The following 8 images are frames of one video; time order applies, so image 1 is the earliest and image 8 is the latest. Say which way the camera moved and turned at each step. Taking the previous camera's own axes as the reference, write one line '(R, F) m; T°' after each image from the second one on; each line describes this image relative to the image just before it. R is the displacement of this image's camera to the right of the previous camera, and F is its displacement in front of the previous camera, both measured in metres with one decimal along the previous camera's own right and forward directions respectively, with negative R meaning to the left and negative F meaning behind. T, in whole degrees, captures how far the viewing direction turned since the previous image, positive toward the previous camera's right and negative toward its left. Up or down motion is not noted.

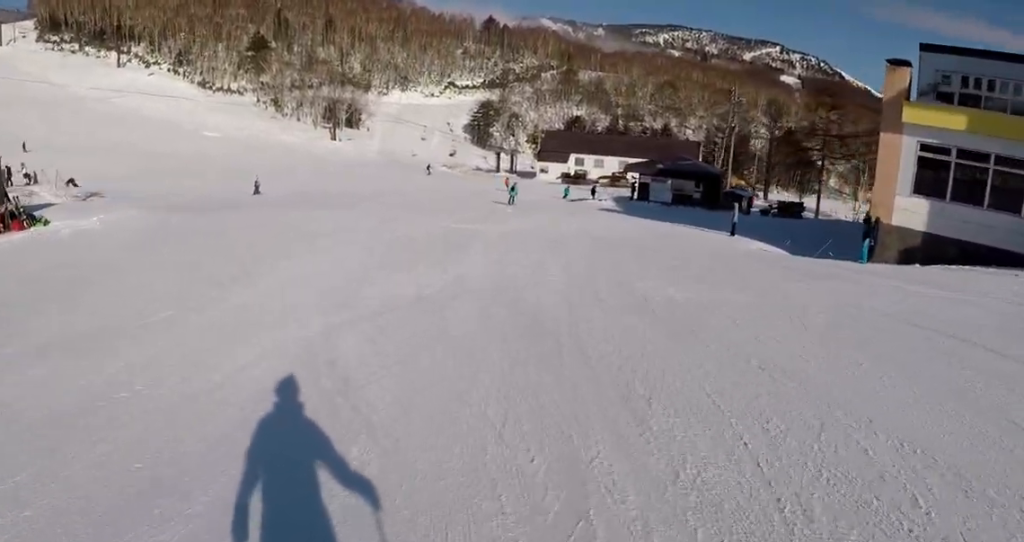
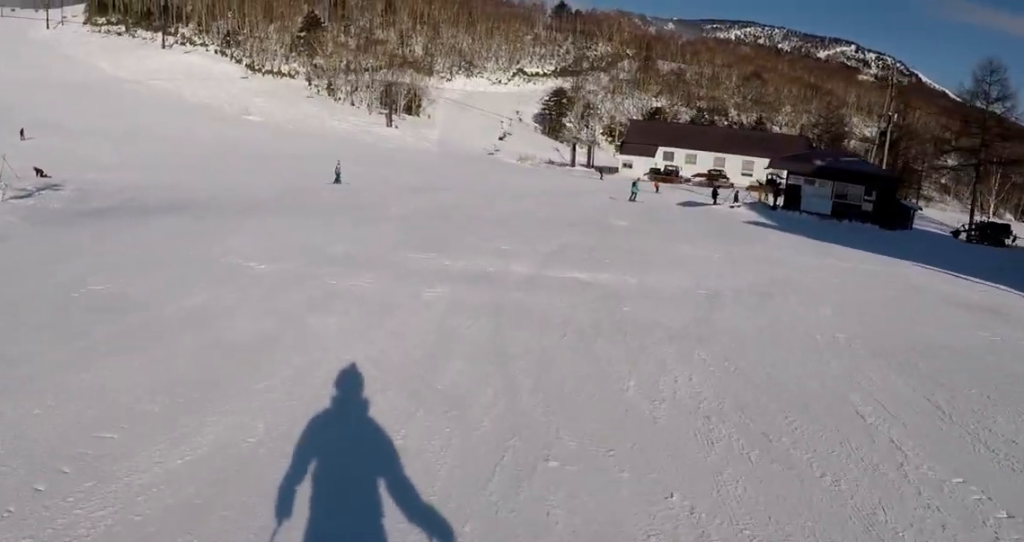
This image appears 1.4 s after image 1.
(+0.3, +14.1) m; +12°
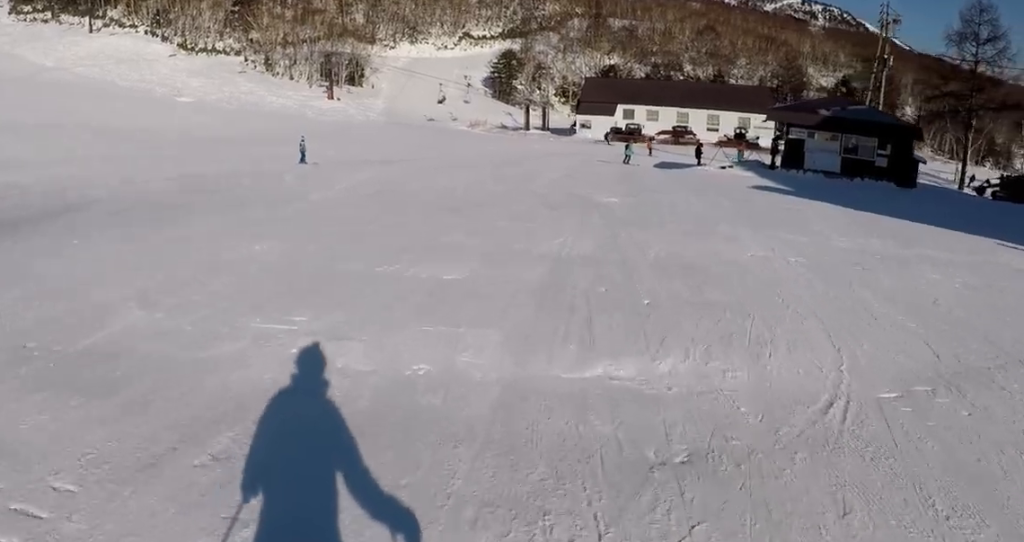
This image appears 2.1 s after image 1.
(+0.6, +5.7) m; +2°
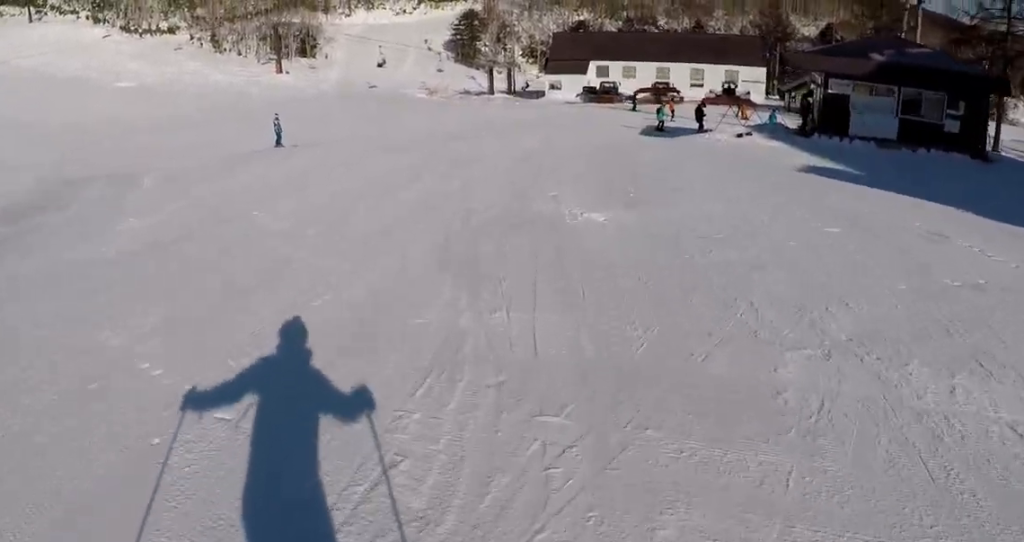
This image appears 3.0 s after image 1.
(+0.2, +8.0) m; 0°
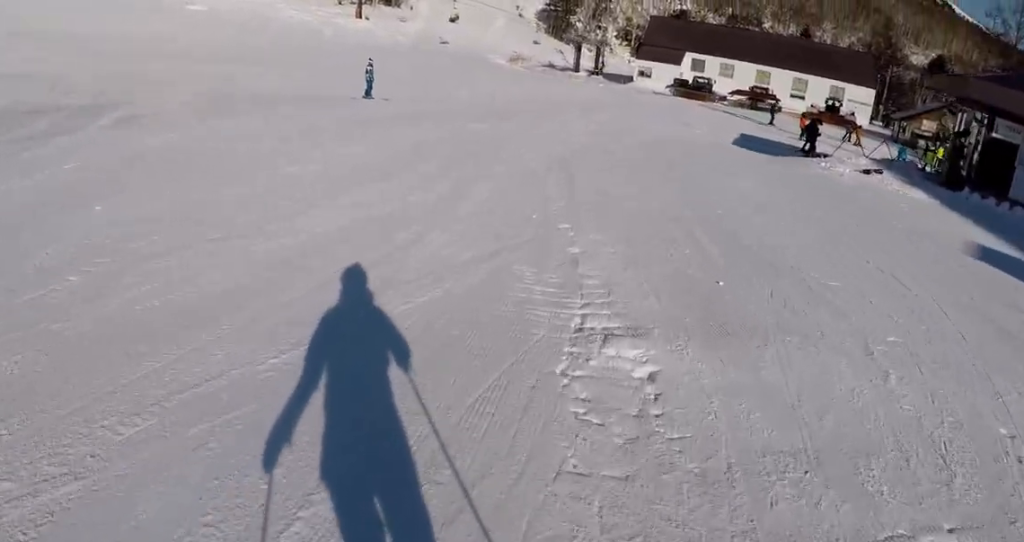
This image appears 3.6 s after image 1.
(-0.7, +5.3) m; 0°
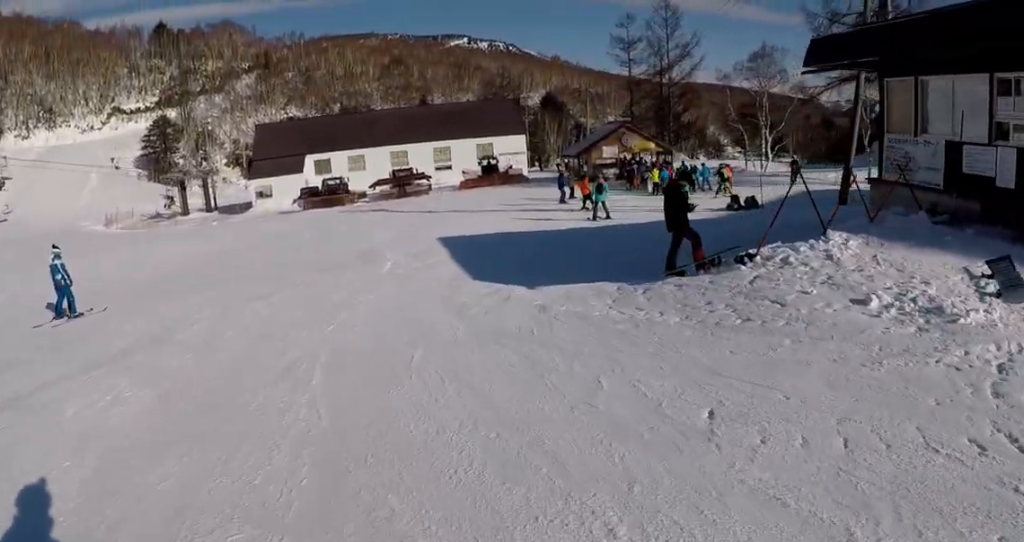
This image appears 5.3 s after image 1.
(+2.0, +13.5) m; +20°
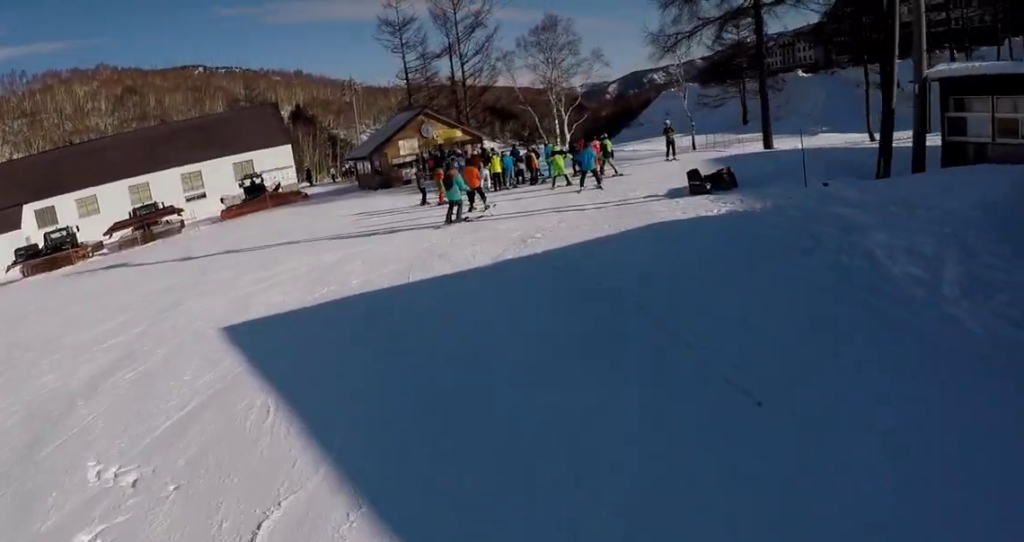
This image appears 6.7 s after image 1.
(+2.4, +8.7) m; +25°
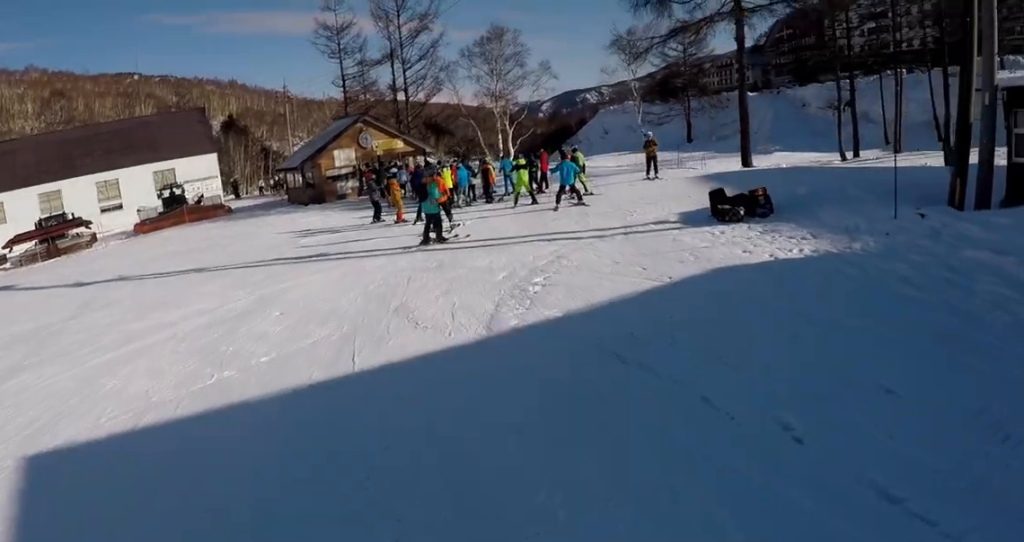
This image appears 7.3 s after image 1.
(+0.1, +3.2) m; +1°
